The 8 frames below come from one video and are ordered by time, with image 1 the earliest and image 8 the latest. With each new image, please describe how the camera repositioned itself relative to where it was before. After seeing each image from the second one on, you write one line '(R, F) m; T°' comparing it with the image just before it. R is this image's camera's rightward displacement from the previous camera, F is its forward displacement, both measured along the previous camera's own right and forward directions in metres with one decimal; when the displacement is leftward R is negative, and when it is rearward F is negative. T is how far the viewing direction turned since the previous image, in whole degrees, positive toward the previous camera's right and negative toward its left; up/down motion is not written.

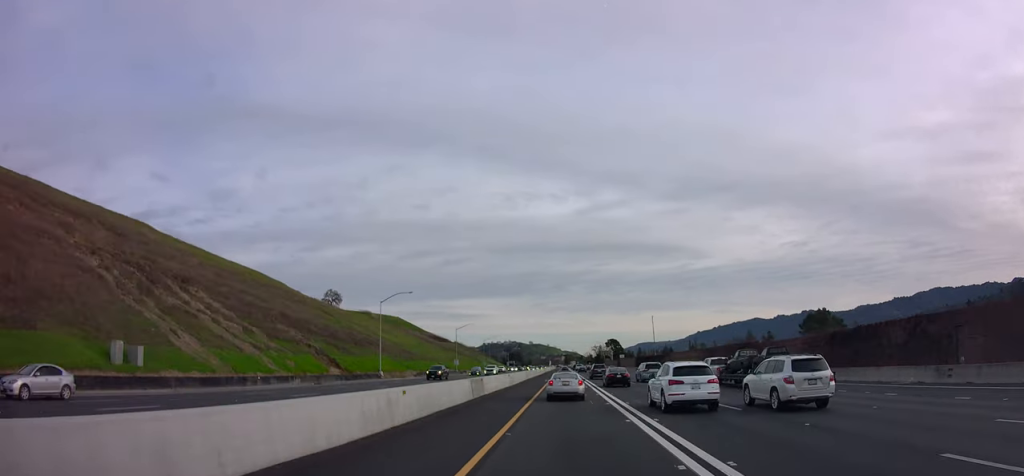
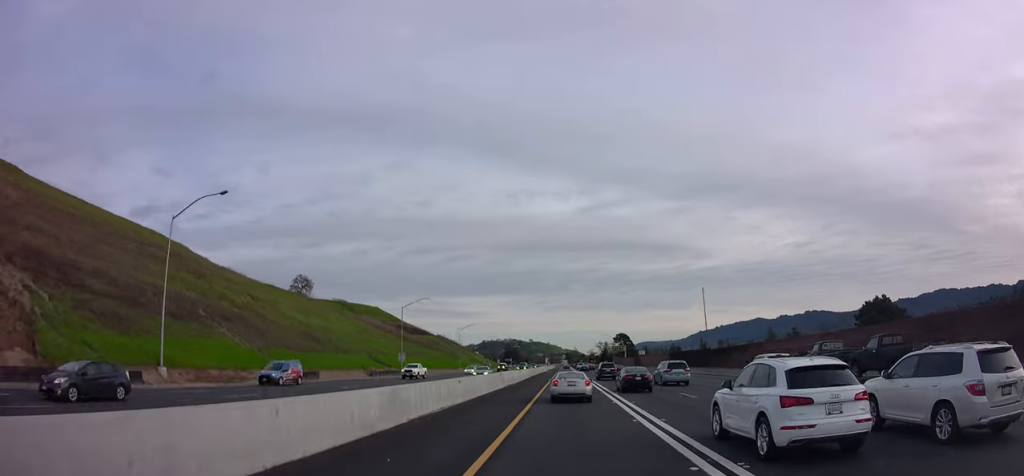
(-0.3, +51.3) m; +1°
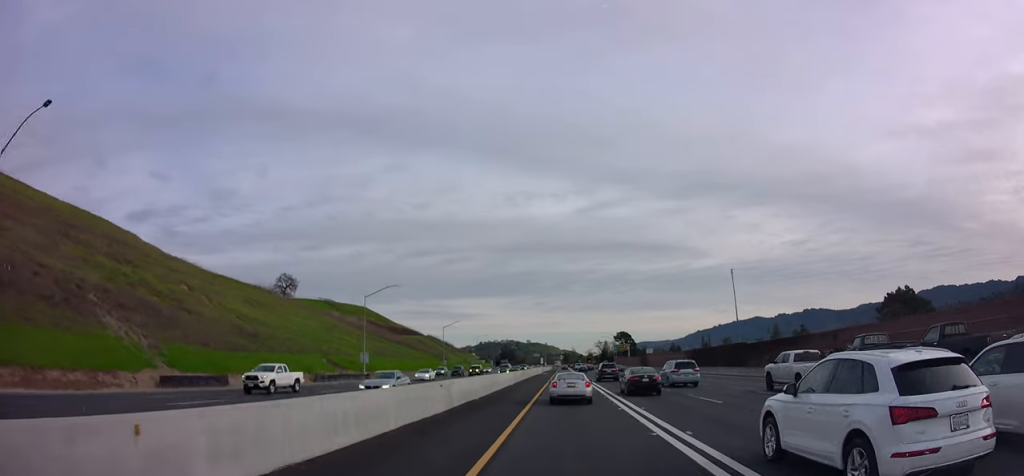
(+0.3, +17.8) m; 0°
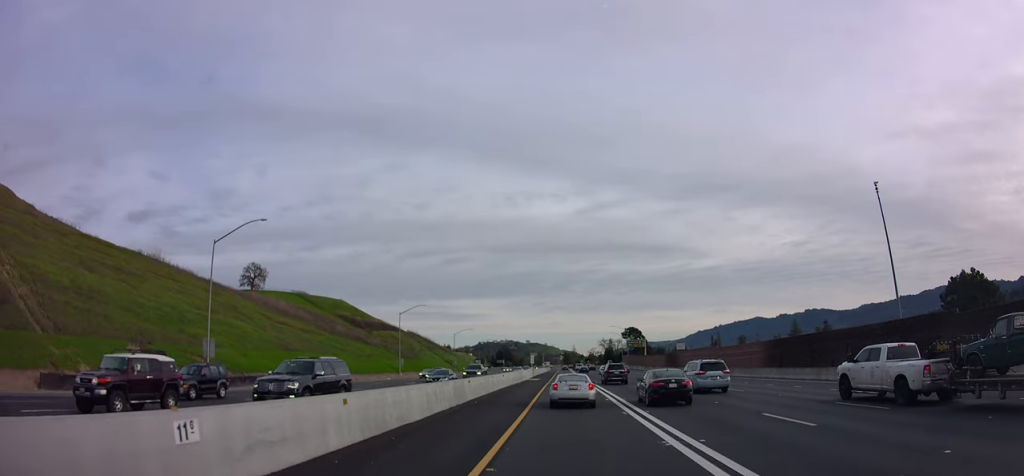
(-0.2, +38.0) m; 0°
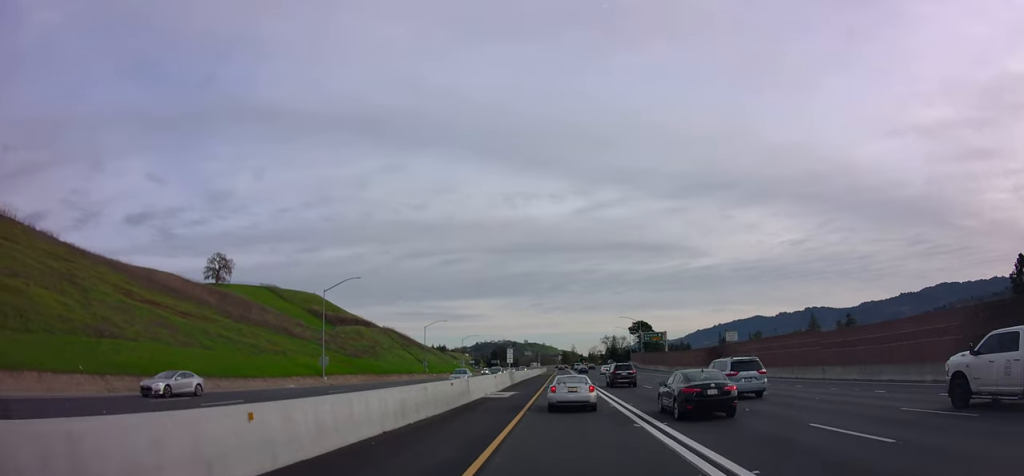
(+0.2, +33.2) m; 0°
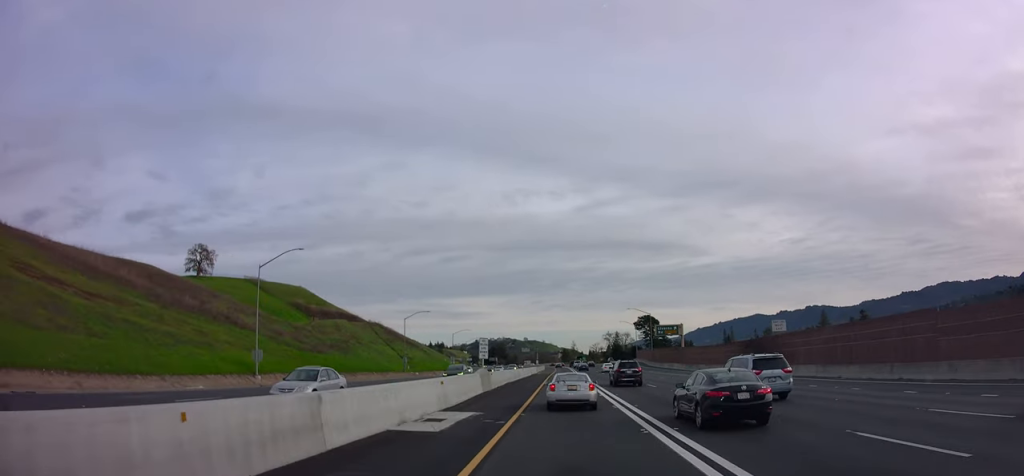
(+0.2, +16.6) m; 0°
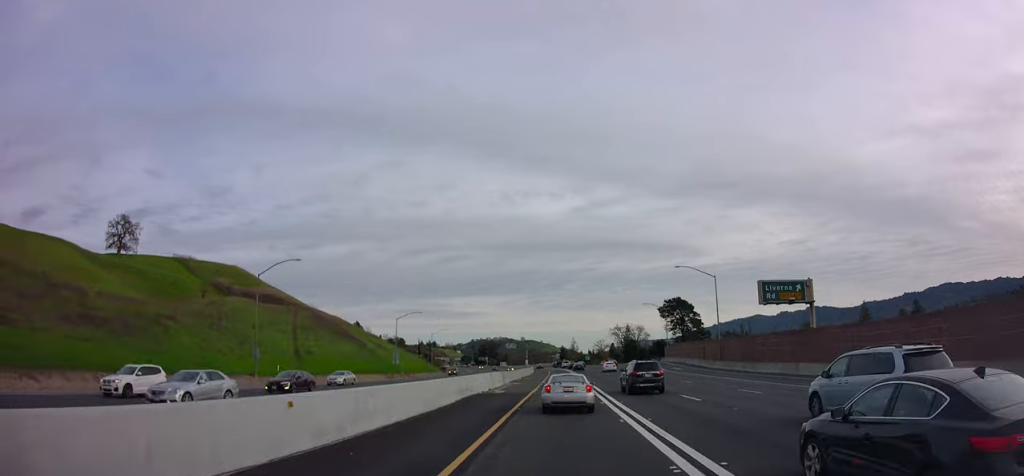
(-0.4, +56.2) m; 0°
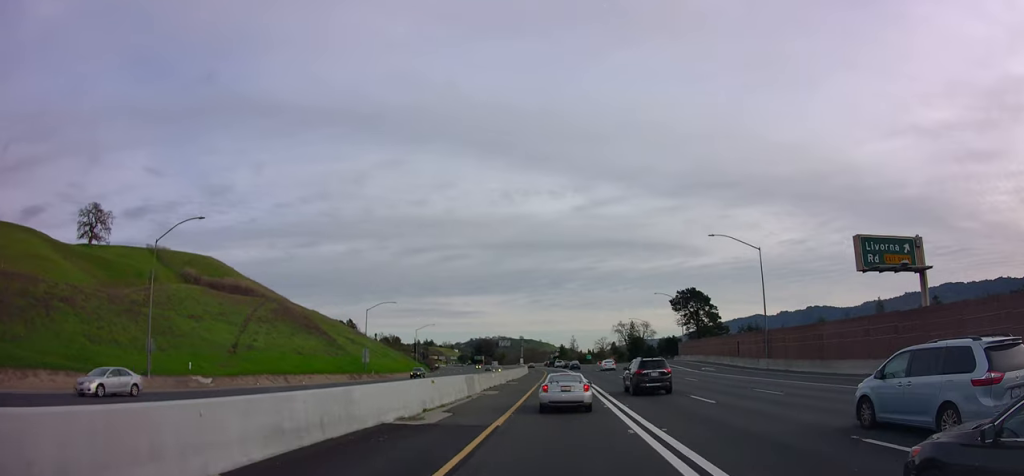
(+0.1, +17.4) m; 0°
